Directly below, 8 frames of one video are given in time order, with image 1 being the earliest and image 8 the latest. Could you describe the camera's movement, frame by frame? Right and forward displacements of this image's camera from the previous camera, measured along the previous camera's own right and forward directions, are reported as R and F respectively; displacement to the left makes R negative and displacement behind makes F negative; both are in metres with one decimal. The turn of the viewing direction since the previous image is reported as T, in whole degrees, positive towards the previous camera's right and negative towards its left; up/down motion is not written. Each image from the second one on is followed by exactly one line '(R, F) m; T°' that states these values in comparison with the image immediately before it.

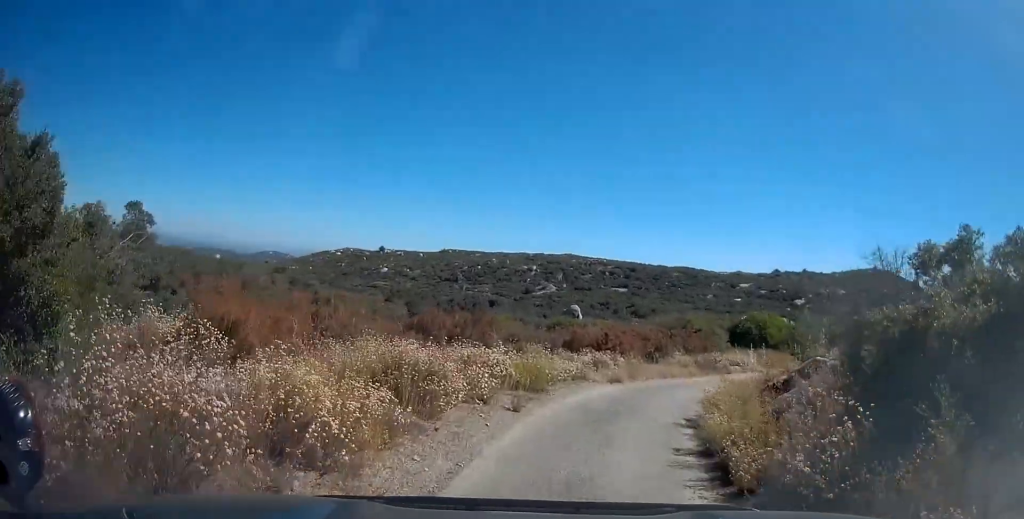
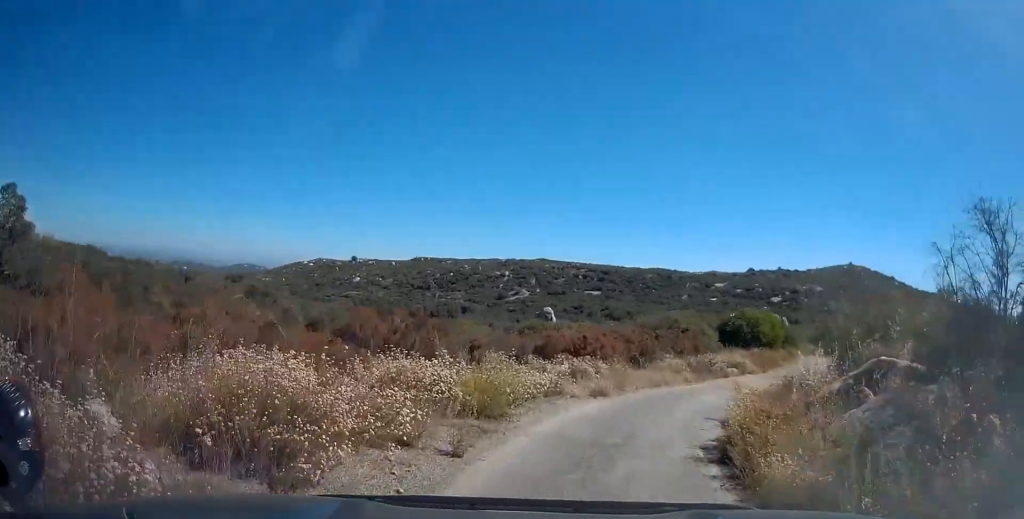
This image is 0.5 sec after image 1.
(+0.2, +3.7) m; +2°
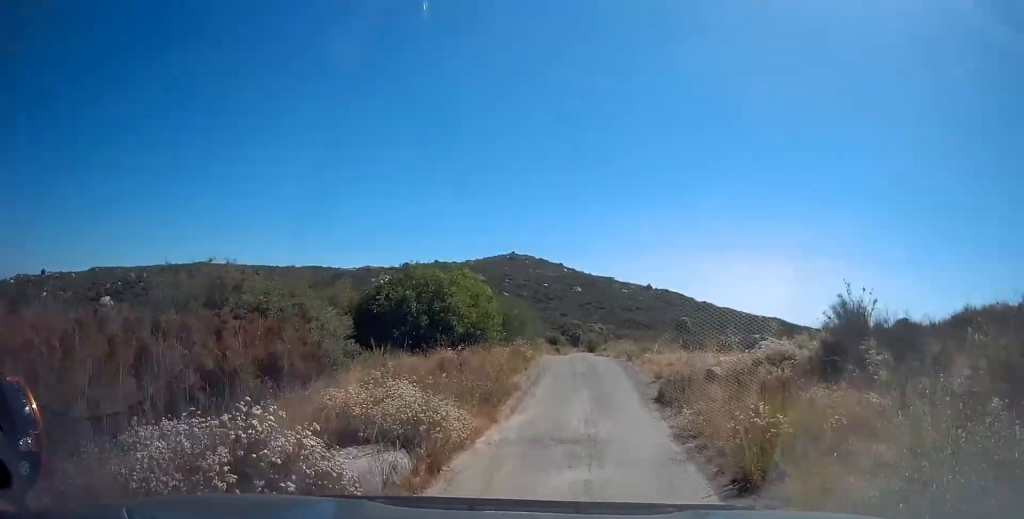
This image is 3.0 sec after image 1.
(+3.1, +19.7) m; +21°
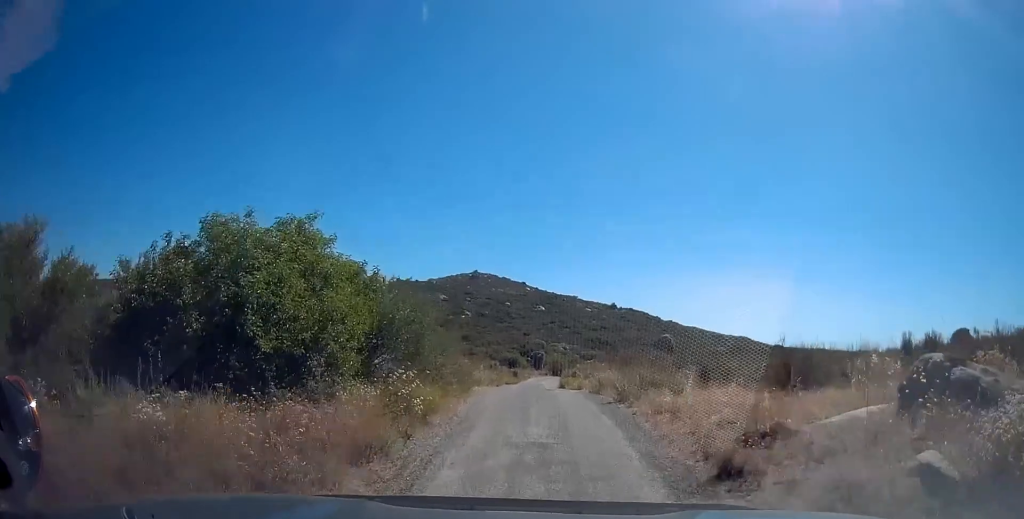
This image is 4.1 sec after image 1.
(+0.5, +8.1) m; +7°
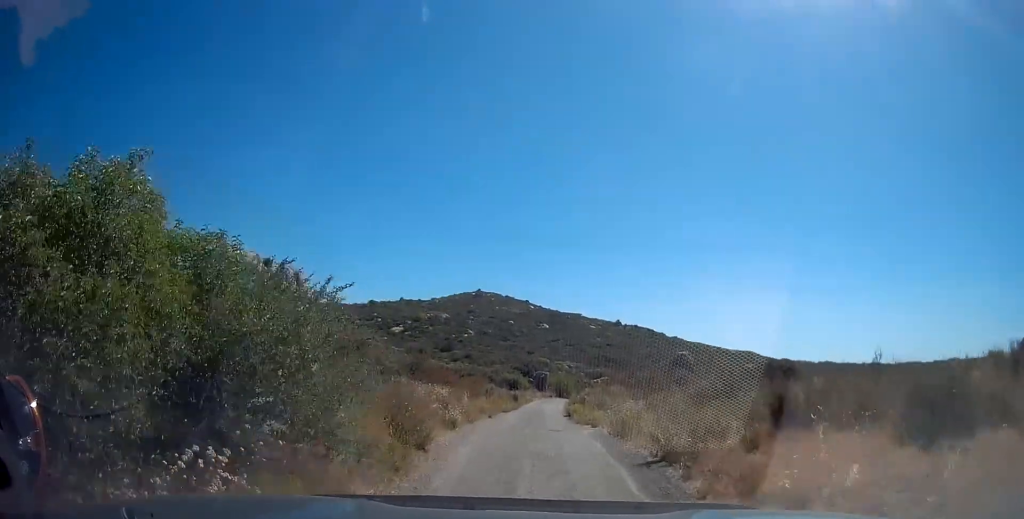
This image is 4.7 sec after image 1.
(+0.2, +4.4) m; +2°
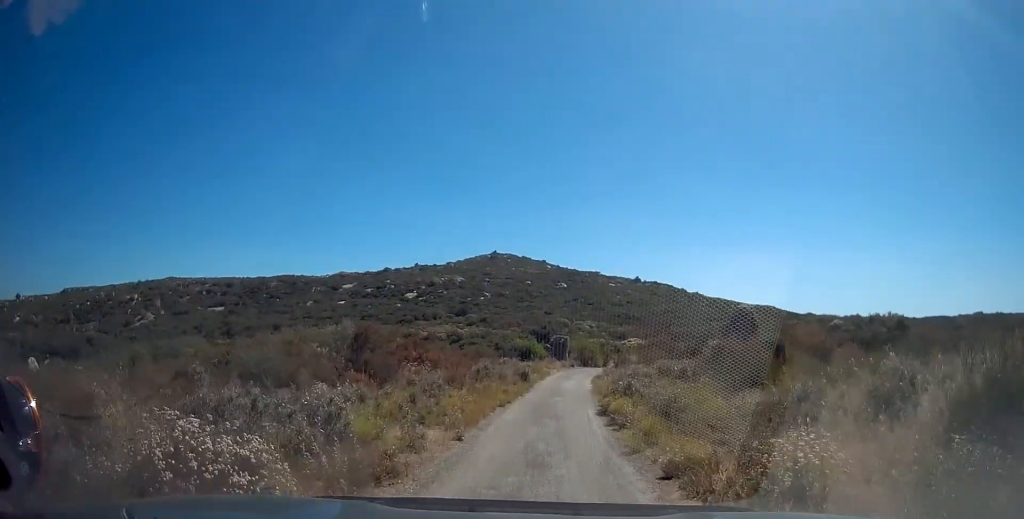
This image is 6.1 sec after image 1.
(+0.4, +10.9) m; +1°
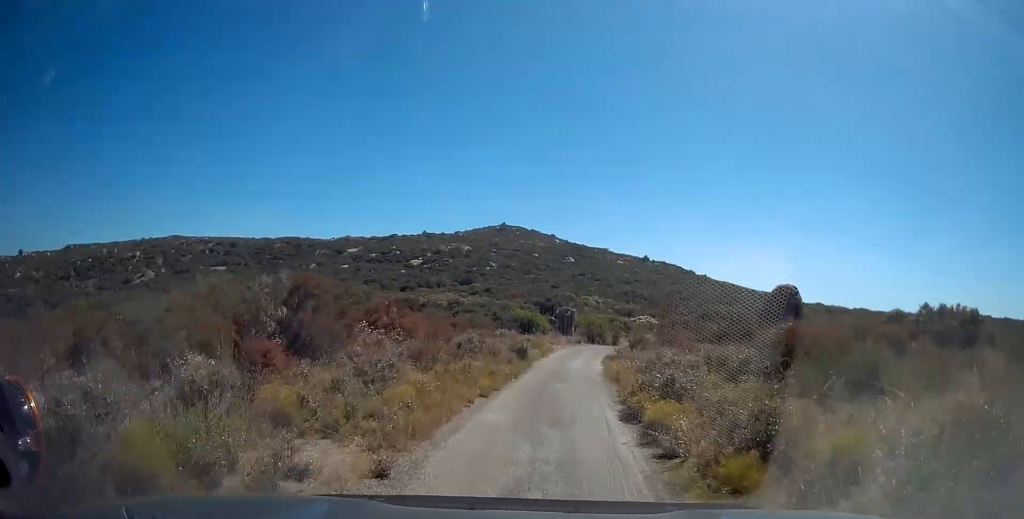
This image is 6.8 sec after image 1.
(-0.1, +5.8) m; 0°
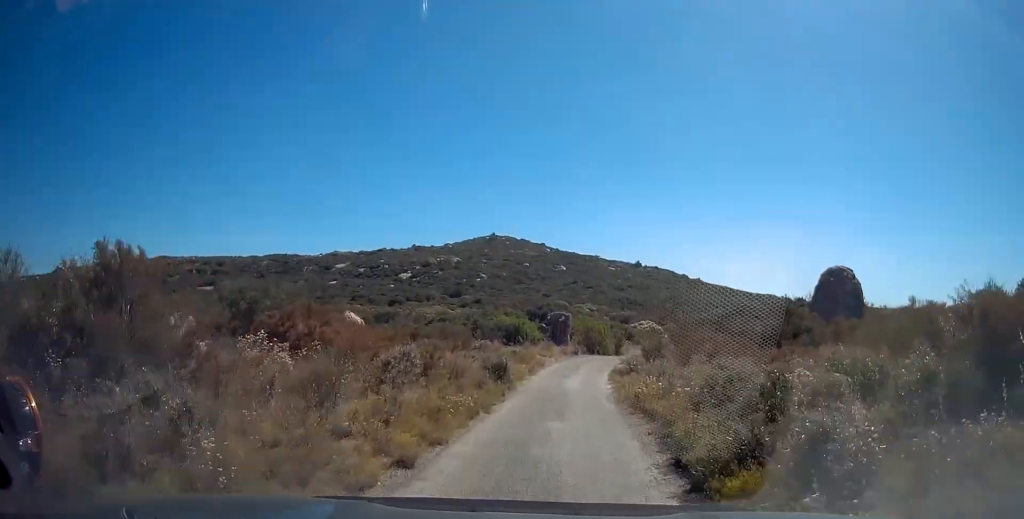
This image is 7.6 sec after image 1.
(0.0, +7.2) m; 0°
